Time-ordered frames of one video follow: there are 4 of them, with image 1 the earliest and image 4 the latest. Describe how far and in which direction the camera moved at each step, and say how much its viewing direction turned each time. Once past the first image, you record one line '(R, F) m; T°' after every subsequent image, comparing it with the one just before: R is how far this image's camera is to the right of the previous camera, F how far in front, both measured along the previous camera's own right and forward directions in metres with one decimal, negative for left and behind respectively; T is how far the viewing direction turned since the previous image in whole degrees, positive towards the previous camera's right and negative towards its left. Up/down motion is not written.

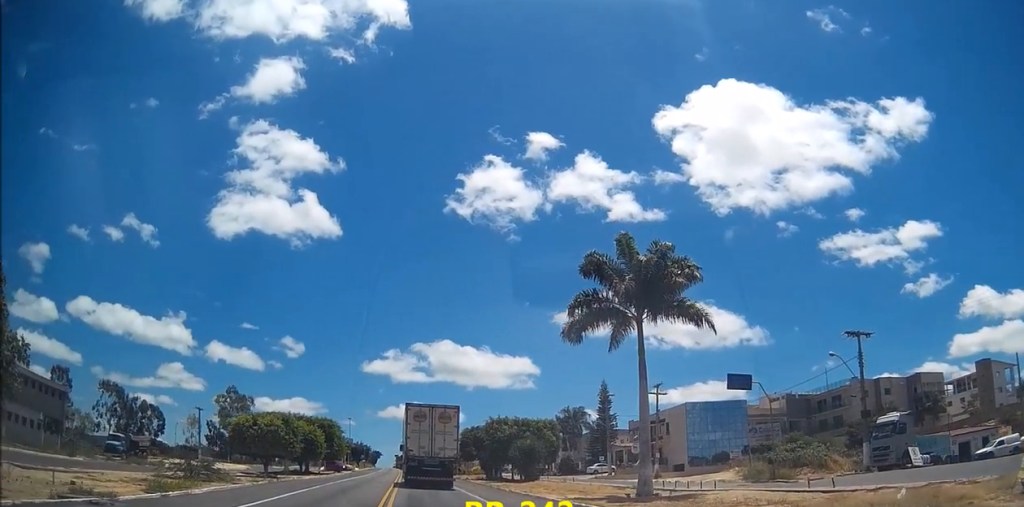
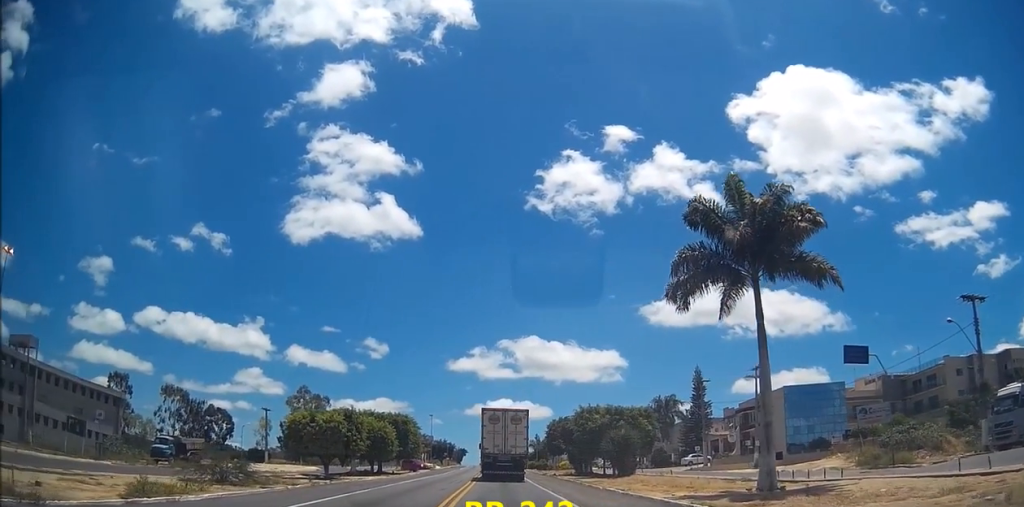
(-0.6, +5.0) m; -10°
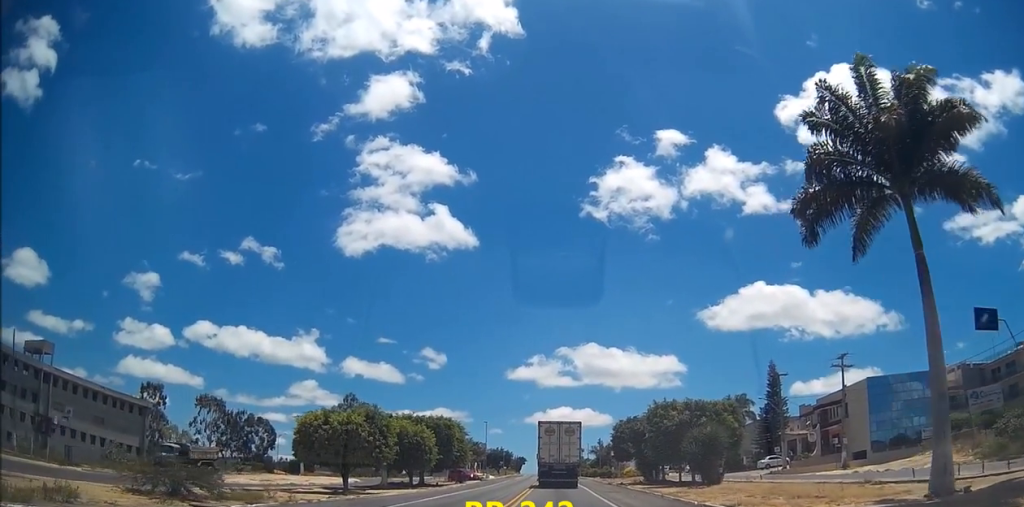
(-0.4, +7.8) m; -4°
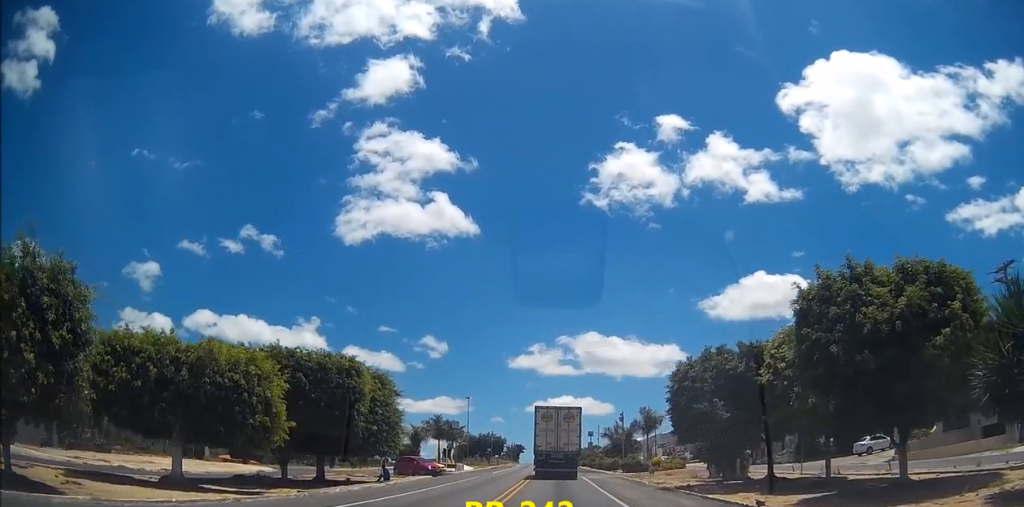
(+0.7, +26.3) m; +2°
